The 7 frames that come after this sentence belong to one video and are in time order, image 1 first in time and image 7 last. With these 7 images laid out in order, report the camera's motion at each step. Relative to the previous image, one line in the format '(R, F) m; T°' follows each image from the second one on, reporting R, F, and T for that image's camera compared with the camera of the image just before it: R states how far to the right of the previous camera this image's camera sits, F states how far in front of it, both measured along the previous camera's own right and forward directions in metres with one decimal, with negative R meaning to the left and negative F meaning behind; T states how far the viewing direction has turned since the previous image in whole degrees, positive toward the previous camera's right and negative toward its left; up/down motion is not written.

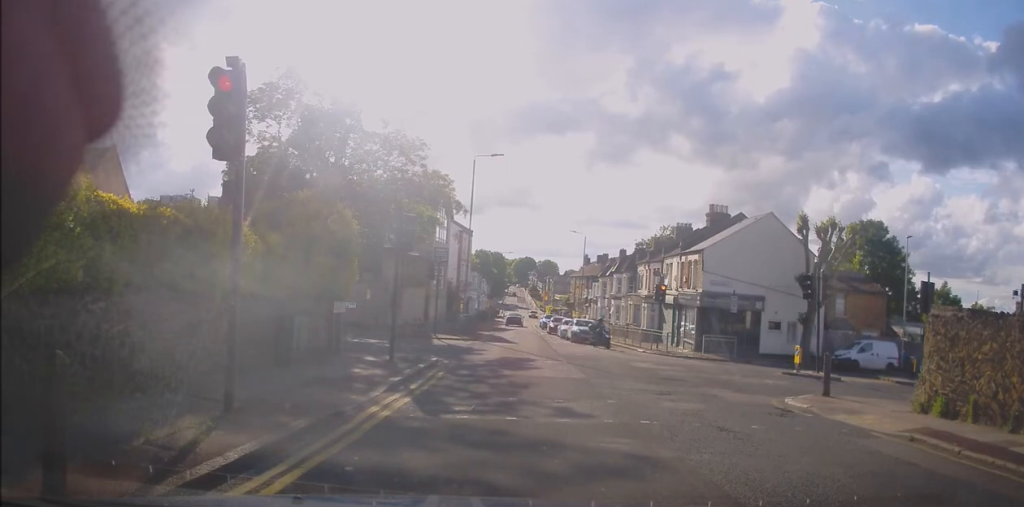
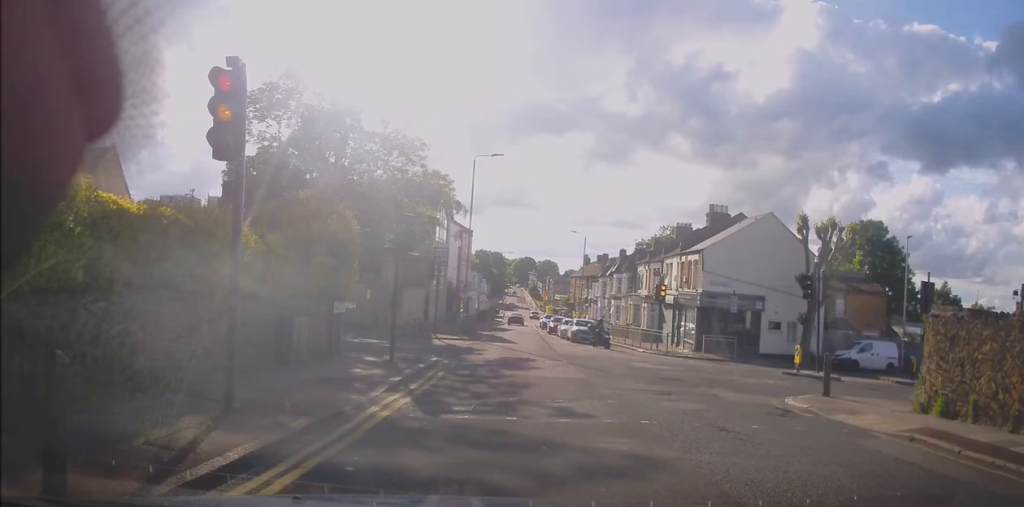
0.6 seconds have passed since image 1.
(0.0, 0.0) m; 0°
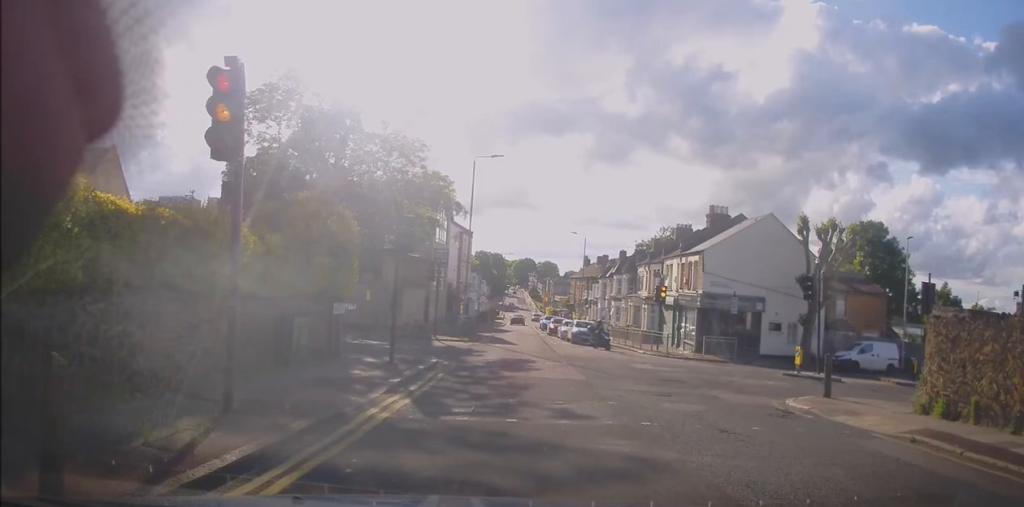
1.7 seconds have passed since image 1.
(+0.1, +0.1) m; 0°
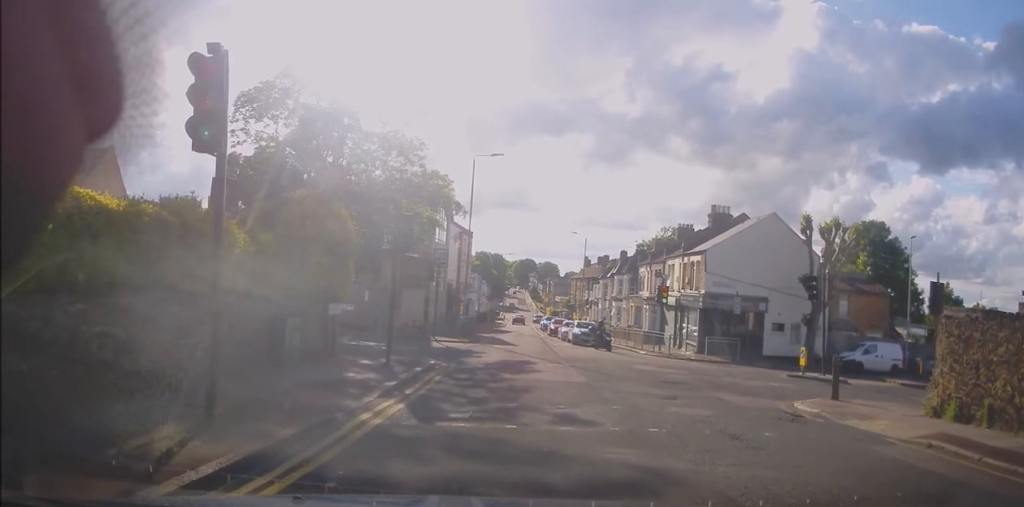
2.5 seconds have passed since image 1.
(+0.2, +0.4) m; +2°
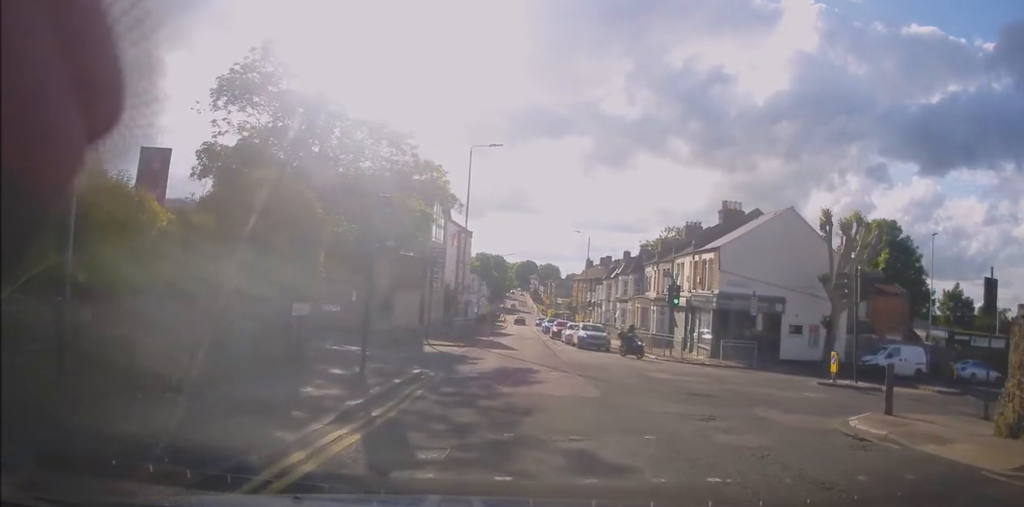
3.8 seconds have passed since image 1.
(+0.4, +2.3) m; 0°
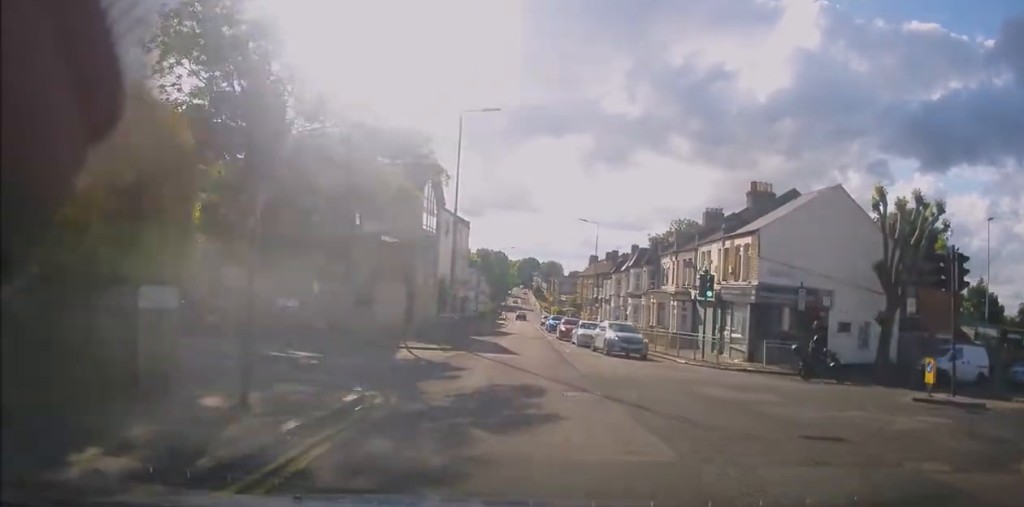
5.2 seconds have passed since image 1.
(-0.6, +5.2) m; -5°
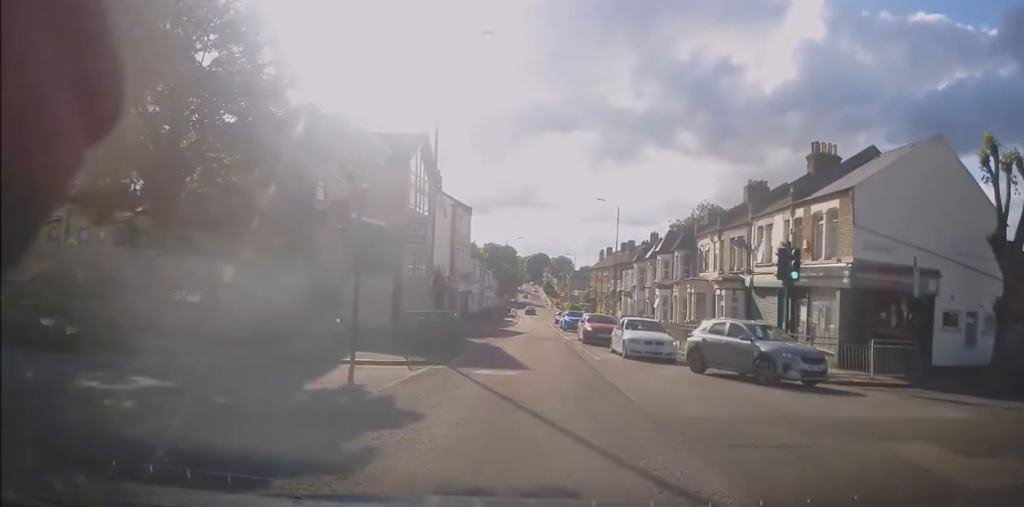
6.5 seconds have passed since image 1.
(+0.4, +7.6) m; +5°
